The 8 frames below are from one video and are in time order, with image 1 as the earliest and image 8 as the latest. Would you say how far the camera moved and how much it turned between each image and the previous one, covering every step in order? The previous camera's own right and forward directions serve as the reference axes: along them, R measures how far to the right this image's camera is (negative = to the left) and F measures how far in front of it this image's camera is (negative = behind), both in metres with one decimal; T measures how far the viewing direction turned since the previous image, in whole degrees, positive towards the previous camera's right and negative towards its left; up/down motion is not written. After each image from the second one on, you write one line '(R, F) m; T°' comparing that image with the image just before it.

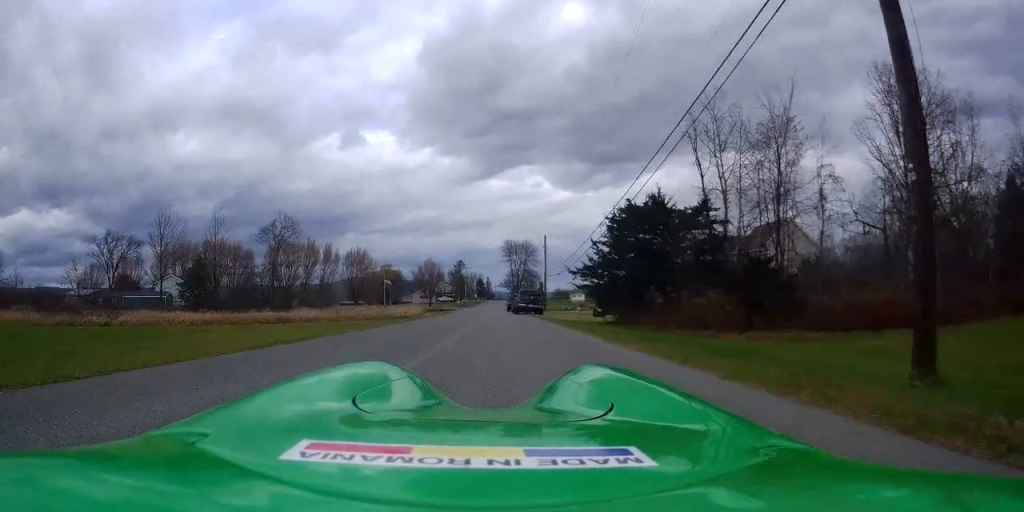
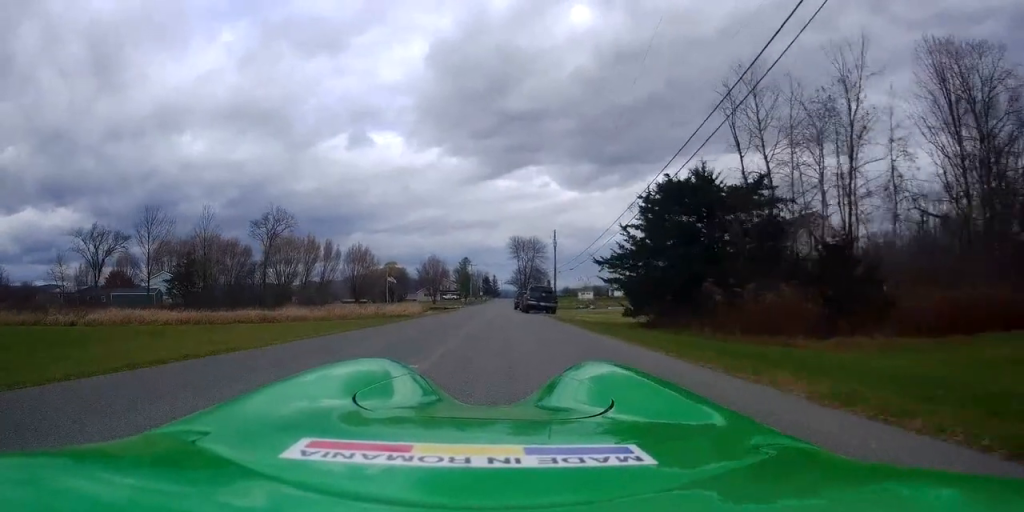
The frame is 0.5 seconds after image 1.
(0.0, +5.3) m; 0°
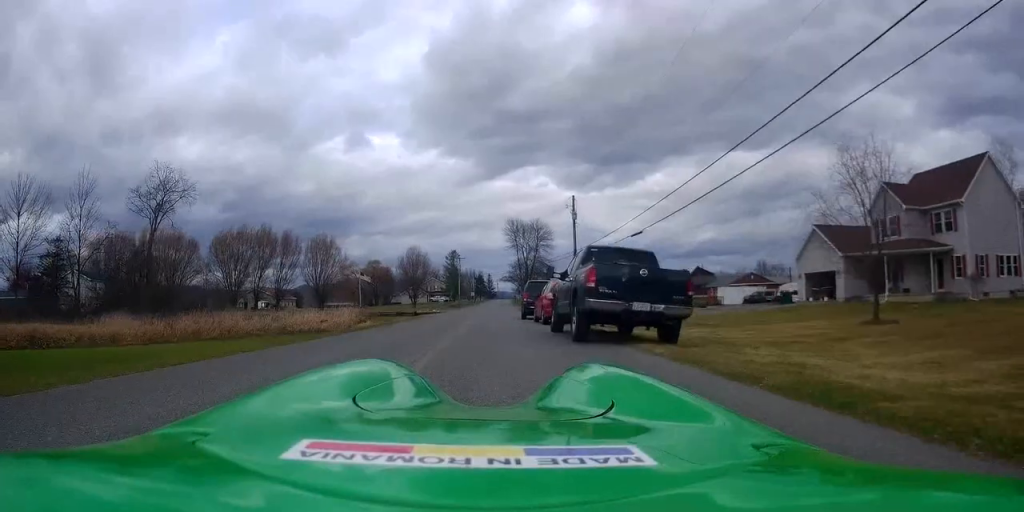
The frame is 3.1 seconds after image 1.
(-0.4, +27.5) m; -1°
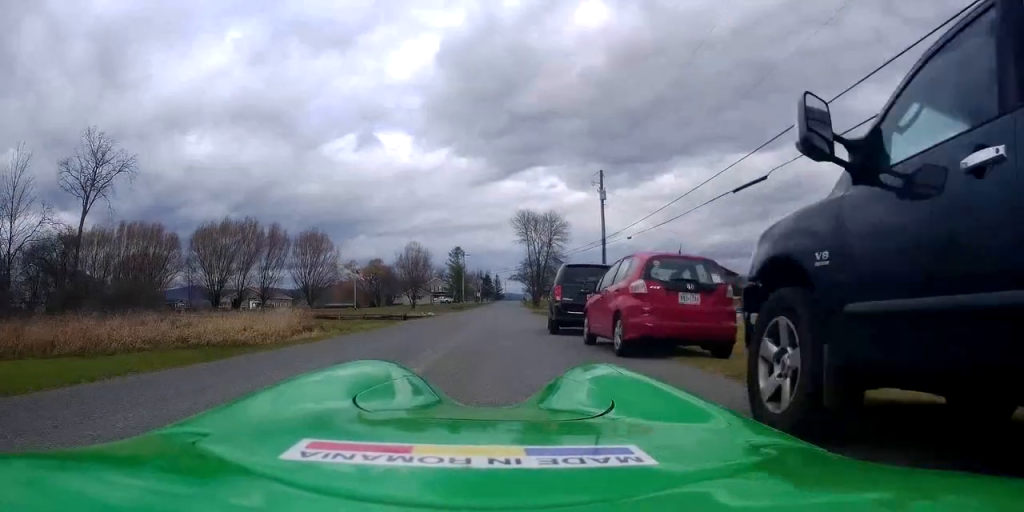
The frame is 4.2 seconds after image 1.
(+0.3, +11.7) m; +1°
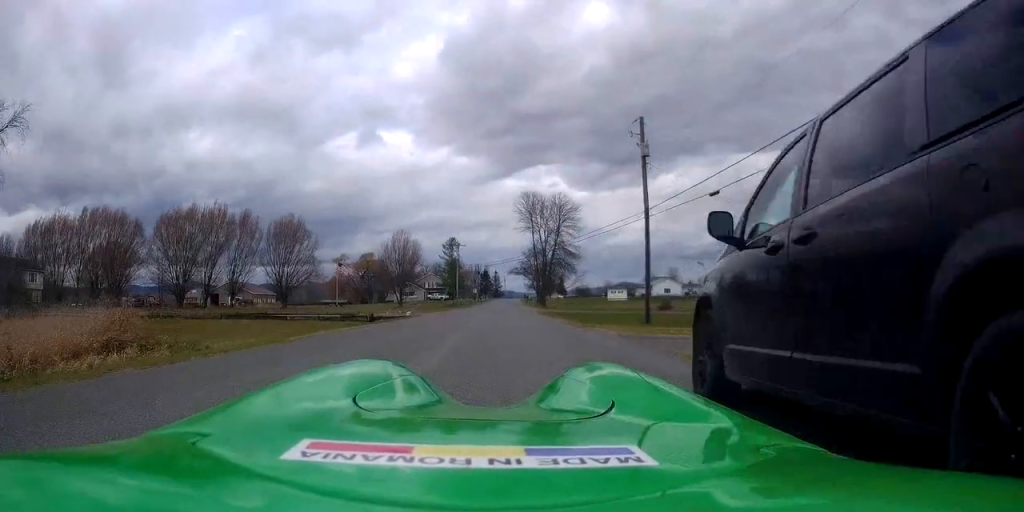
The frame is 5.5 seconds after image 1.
(-0.3, +13.8) m; -2°
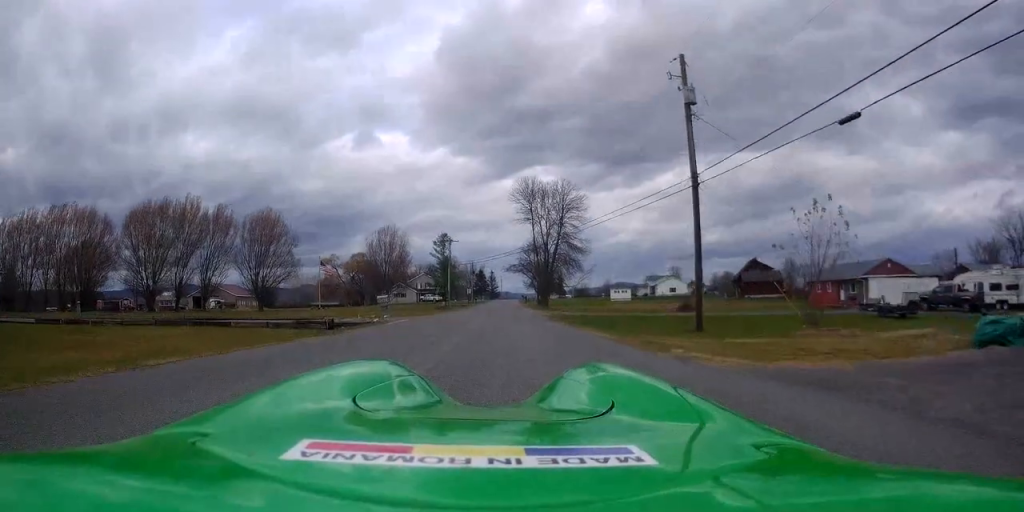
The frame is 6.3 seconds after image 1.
(0.0, +8.9) m; 0°
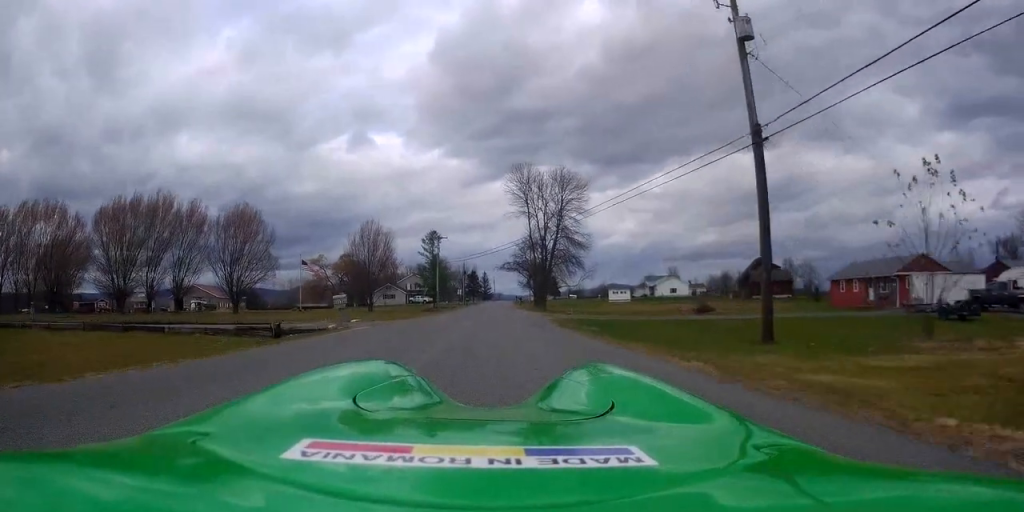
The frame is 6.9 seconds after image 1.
(0.0, +6.6) m; +1°
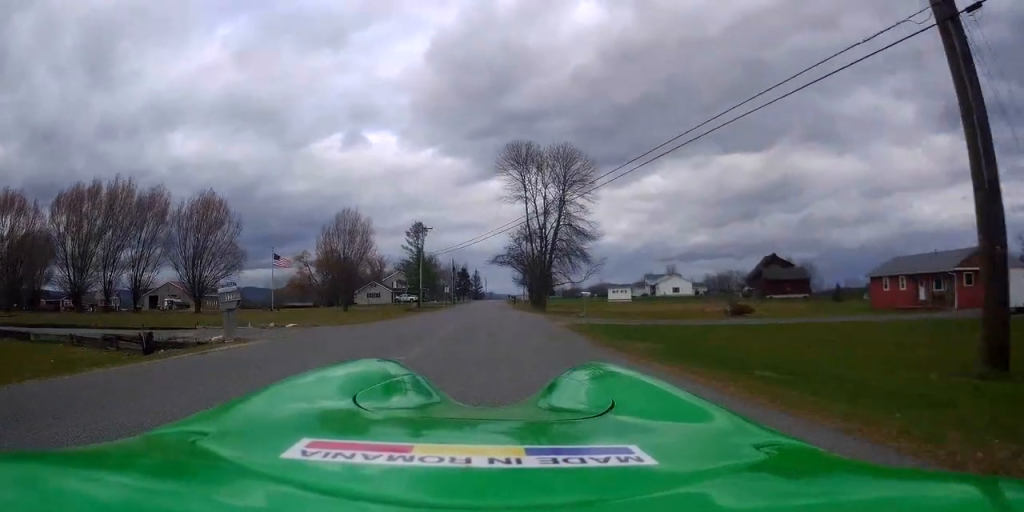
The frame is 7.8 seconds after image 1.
(+0.2, +9.3) m; +1°
